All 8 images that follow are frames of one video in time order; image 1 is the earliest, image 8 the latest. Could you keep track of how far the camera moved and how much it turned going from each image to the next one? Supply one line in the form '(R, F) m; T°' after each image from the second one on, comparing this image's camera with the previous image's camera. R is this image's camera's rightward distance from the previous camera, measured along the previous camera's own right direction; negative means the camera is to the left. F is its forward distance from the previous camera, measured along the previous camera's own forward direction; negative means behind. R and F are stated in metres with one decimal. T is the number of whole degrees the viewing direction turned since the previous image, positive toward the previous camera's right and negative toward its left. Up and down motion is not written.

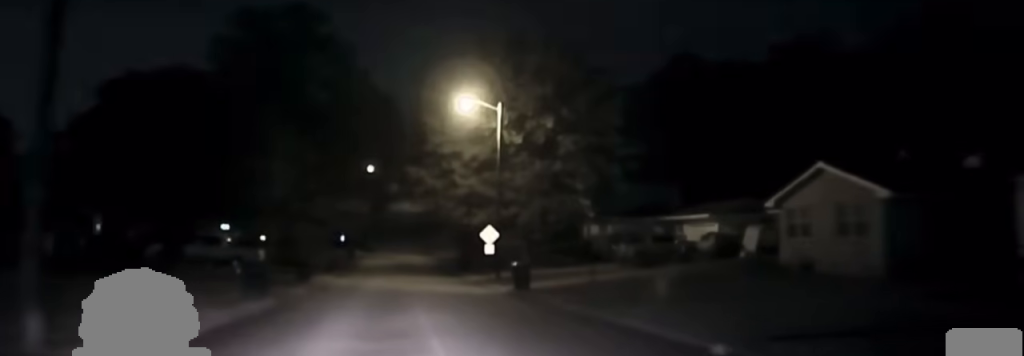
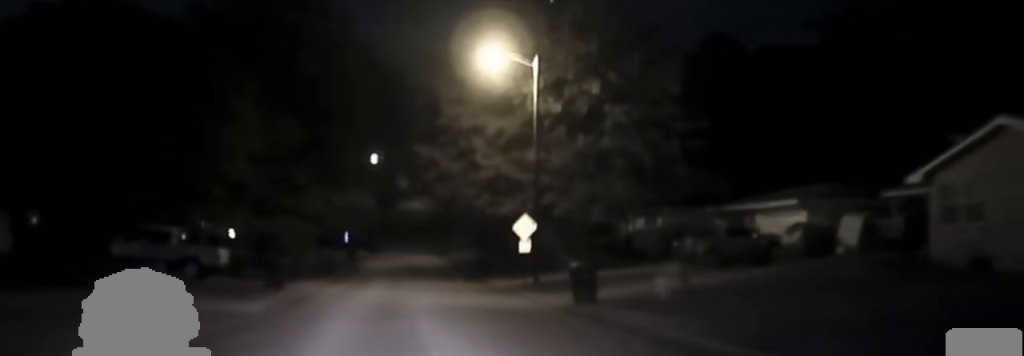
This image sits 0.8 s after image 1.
(+0.1, +12.0) m; 0°
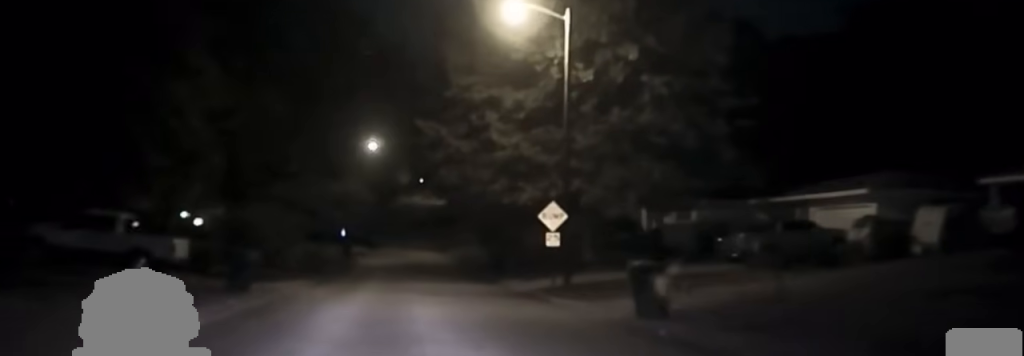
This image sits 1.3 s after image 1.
(-0.1, +7.4) m; -1°
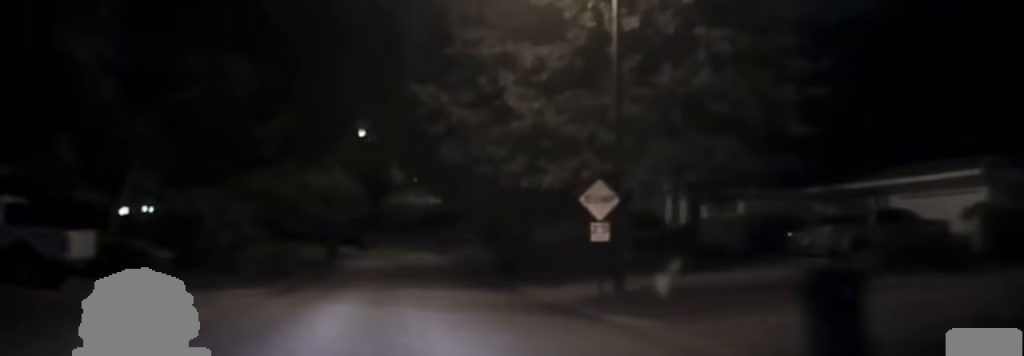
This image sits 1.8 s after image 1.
(-0.1, +8.7) m; 0°
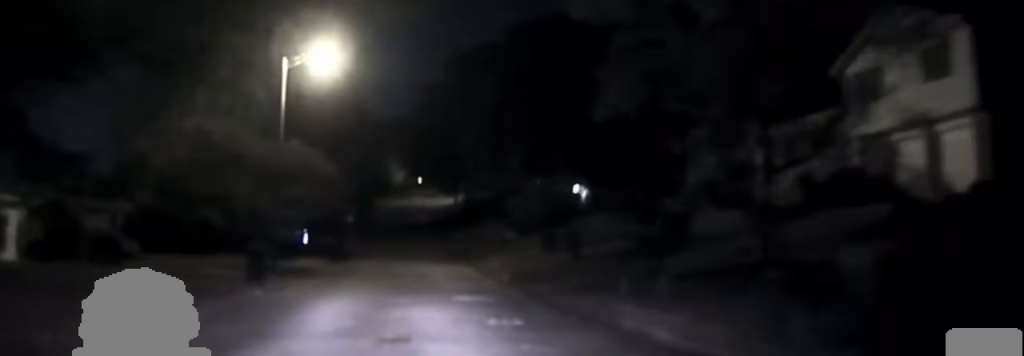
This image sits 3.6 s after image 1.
(+0.1, +28.2) m; +1°
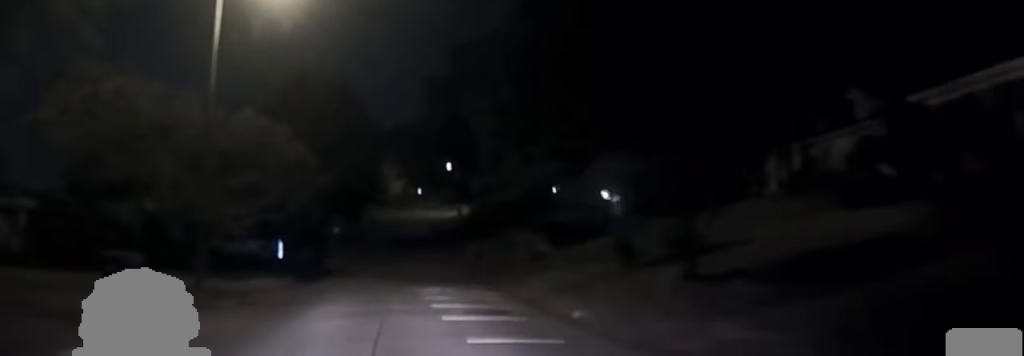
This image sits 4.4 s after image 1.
(0.0, +12.5) m; 0°
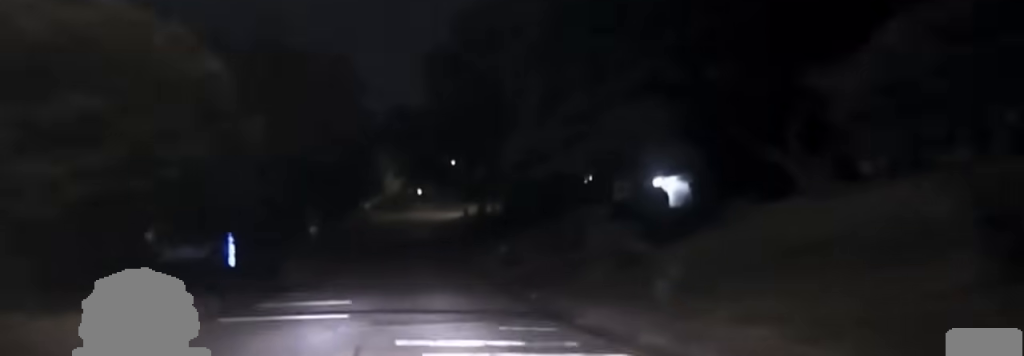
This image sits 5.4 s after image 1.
(0.0, +19.0) m; 0°
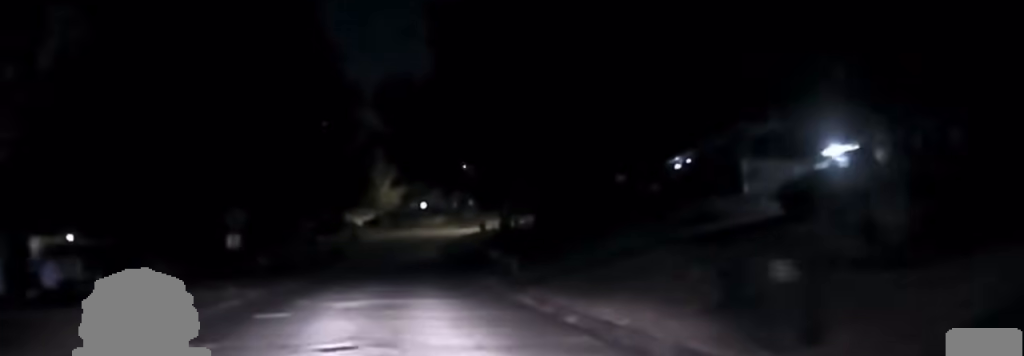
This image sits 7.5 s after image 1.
(+0.3, +29.7) m; -1°
